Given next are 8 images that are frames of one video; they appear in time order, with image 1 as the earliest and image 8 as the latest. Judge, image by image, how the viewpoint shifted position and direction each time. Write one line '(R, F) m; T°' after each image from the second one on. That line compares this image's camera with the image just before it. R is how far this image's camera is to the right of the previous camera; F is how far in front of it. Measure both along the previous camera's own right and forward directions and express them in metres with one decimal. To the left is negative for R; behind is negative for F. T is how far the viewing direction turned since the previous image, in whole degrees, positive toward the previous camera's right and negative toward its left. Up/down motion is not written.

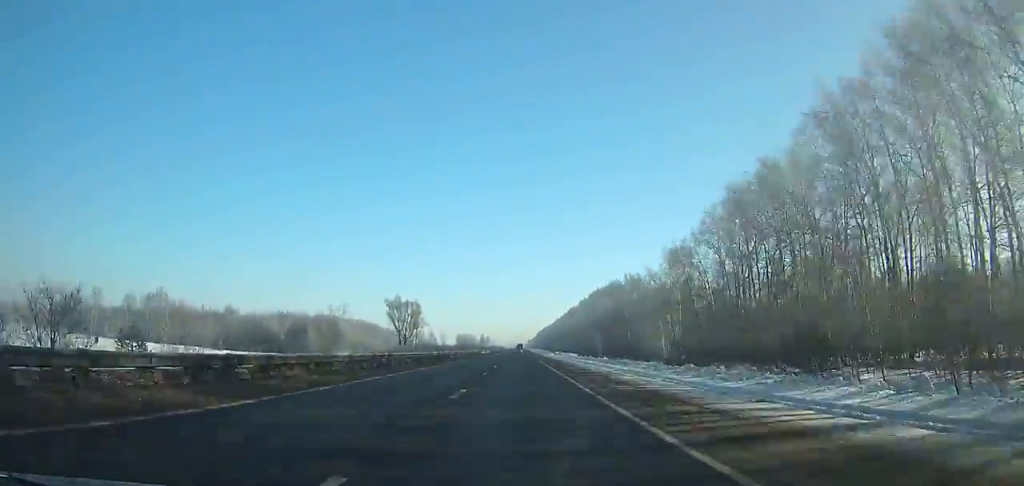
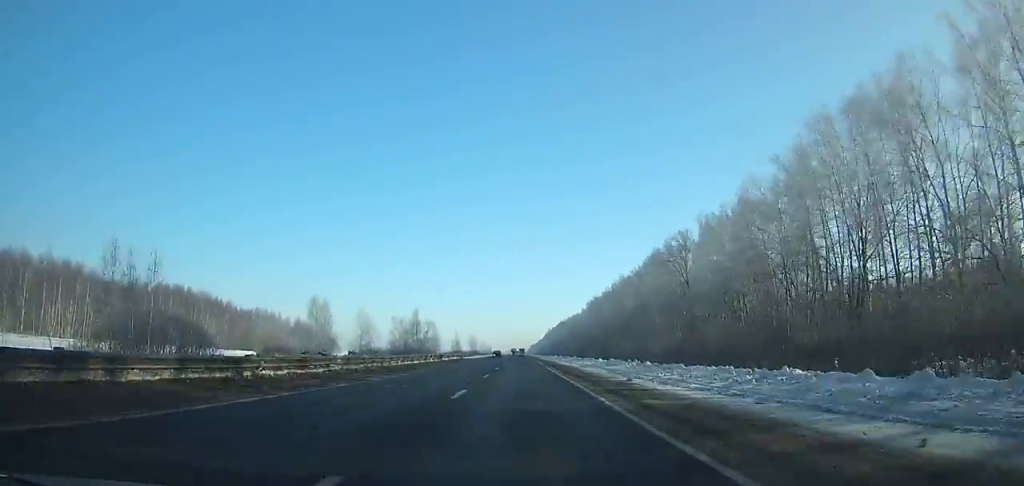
(+0.6, +227.9) m; 0°
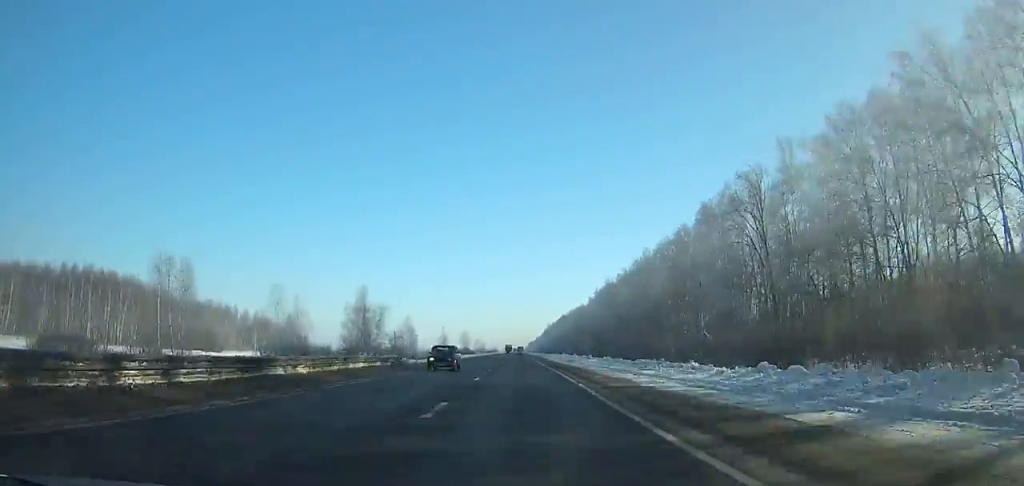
(+0.1, +40.6) m; 0°
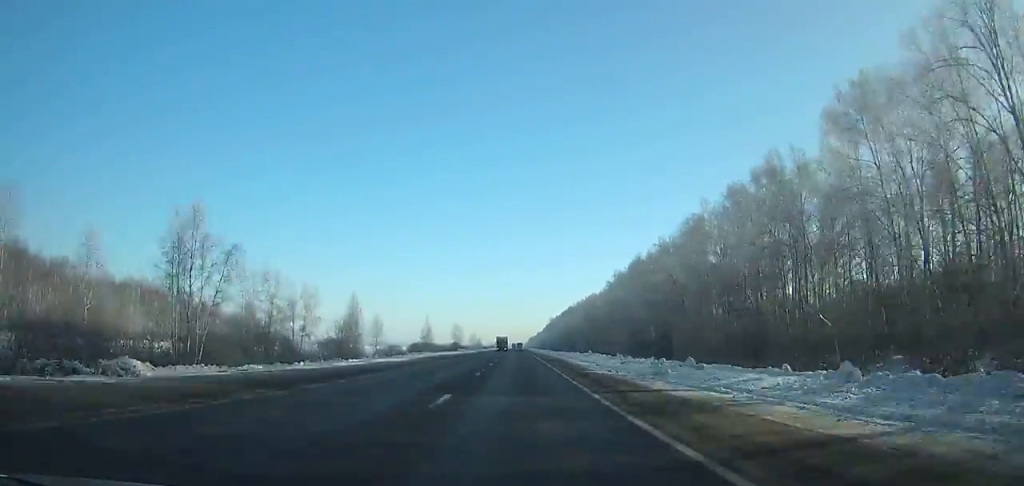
(+0.1, +46.4) m; 0°
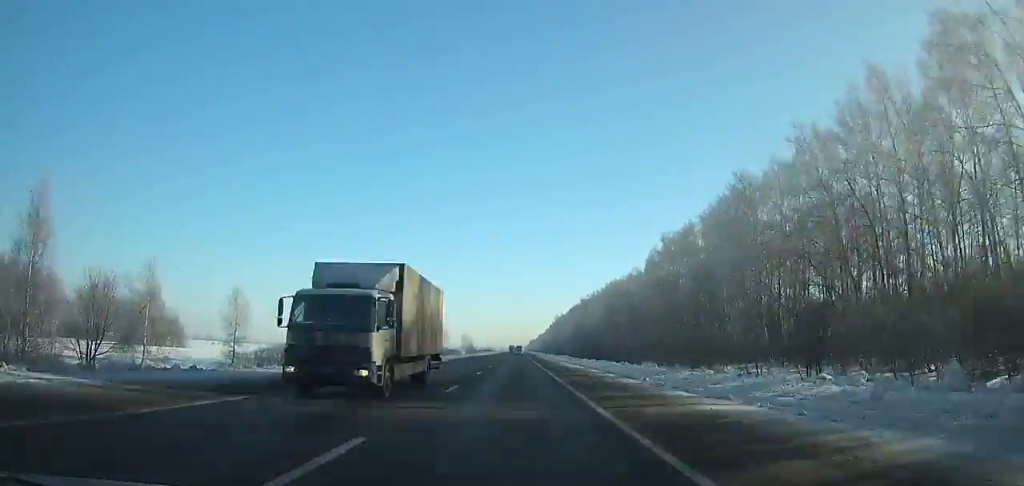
(+0.1, +66.7) m; 0°
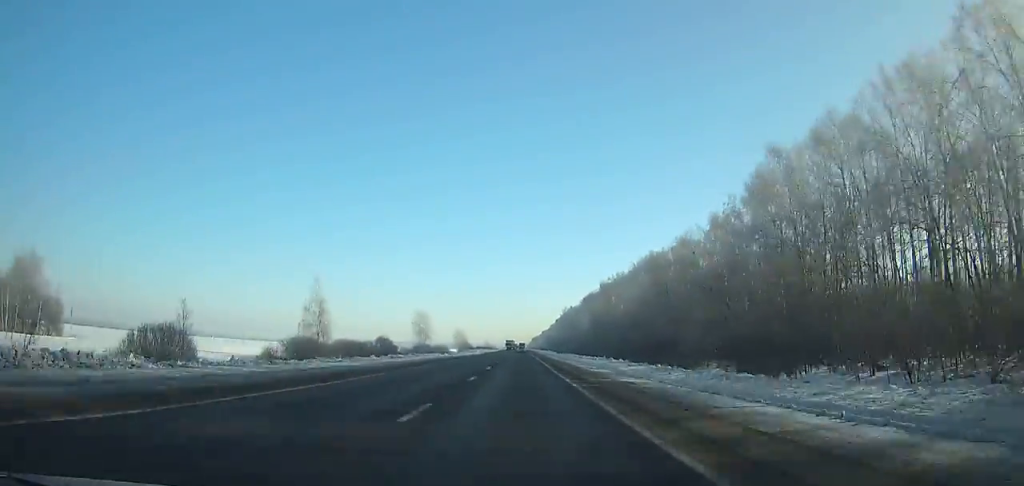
(-0.1, +55.1) m; 0°
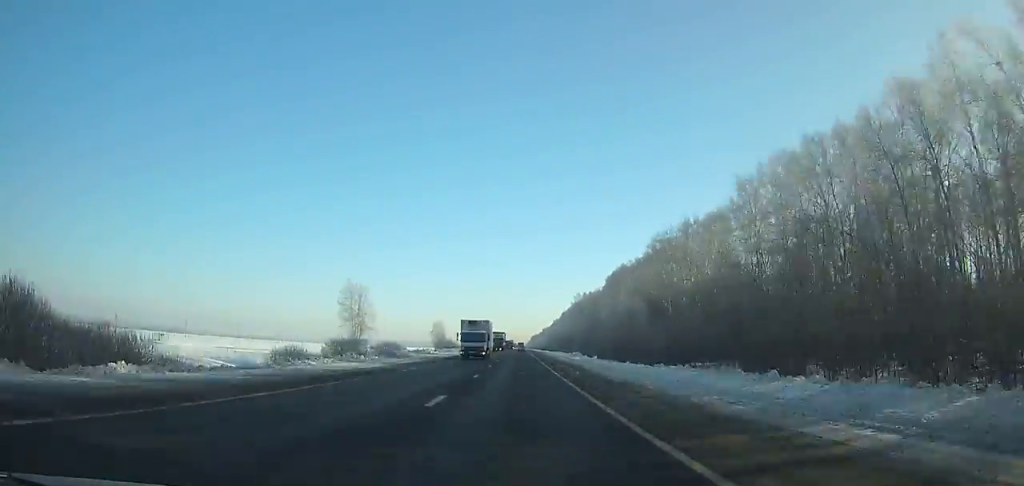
(+0.1, +81.1) m; 0°
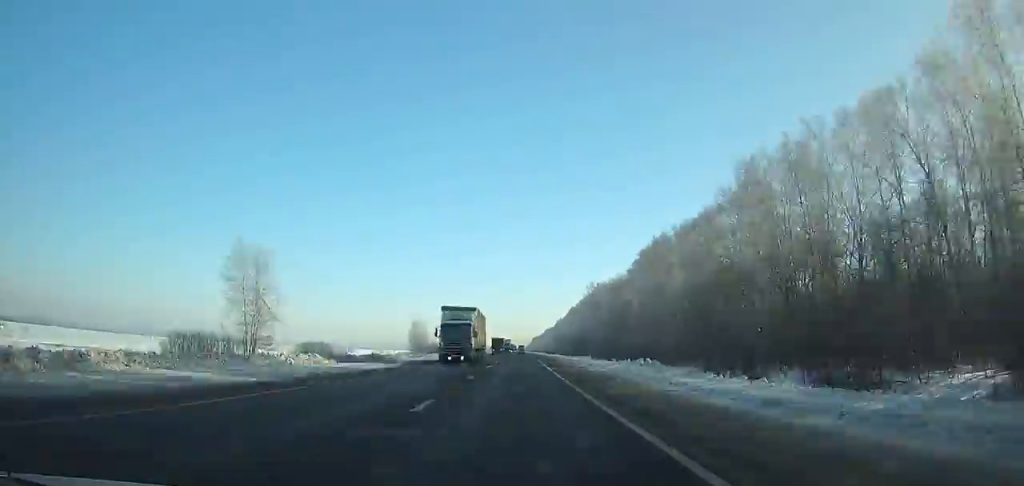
(+0.1, +49.3) m; 0°
